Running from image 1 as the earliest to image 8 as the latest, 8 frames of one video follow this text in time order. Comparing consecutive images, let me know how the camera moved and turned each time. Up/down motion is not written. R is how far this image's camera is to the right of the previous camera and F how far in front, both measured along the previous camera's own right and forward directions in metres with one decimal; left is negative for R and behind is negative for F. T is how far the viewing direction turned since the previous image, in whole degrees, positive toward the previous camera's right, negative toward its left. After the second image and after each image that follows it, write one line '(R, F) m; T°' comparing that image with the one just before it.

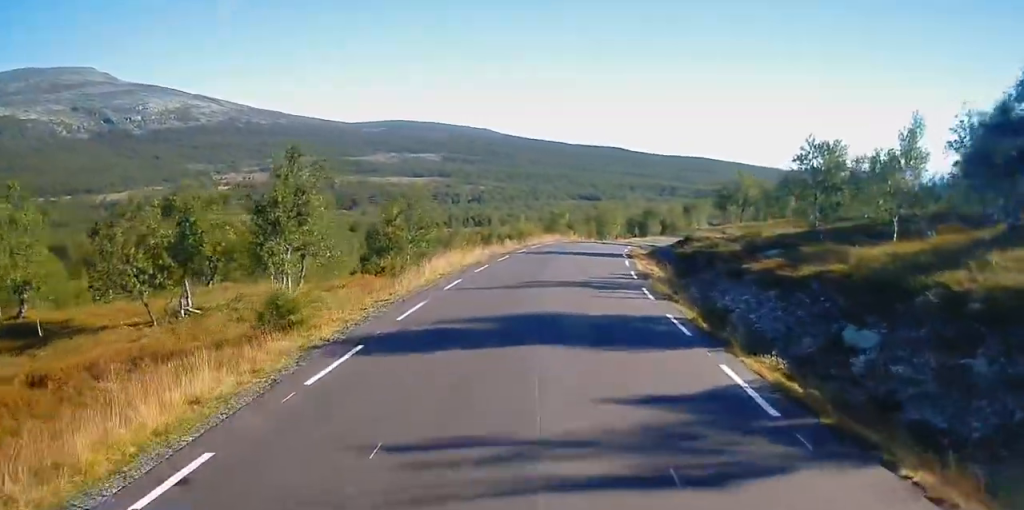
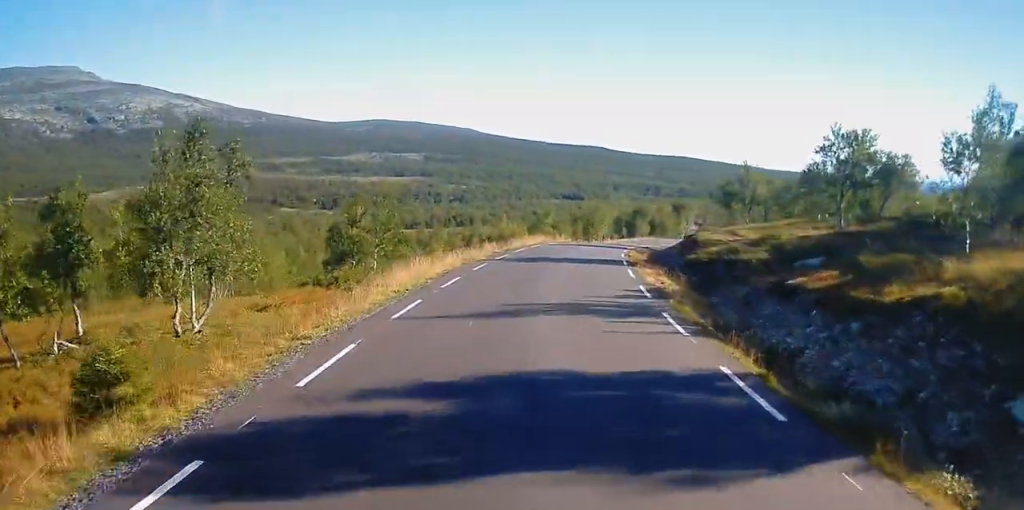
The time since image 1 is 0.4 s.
(+0.2, +6.3) m; +1°
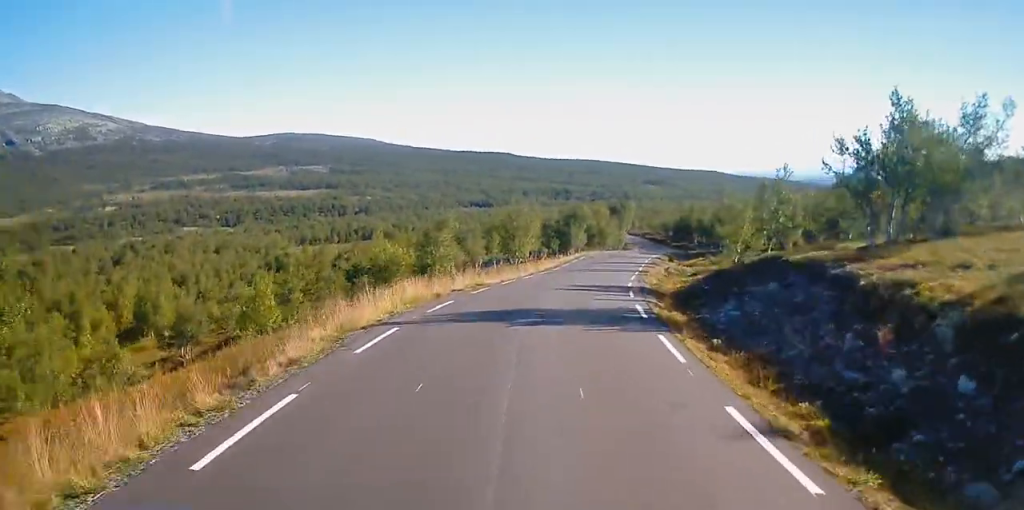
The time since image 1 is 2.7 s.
(+1.9, +32.7) m; +7°
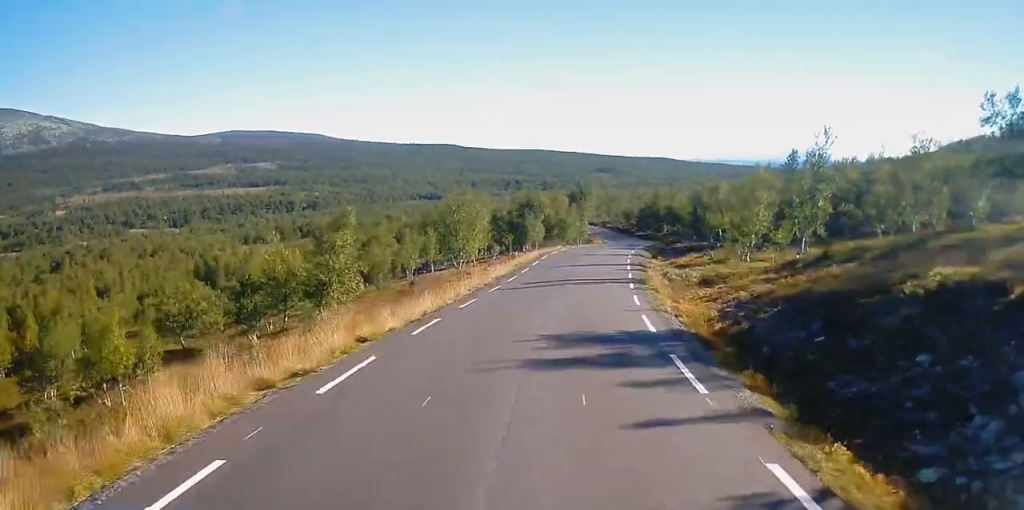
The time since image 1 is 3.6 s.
(+0.3, +14.4) m; +3°
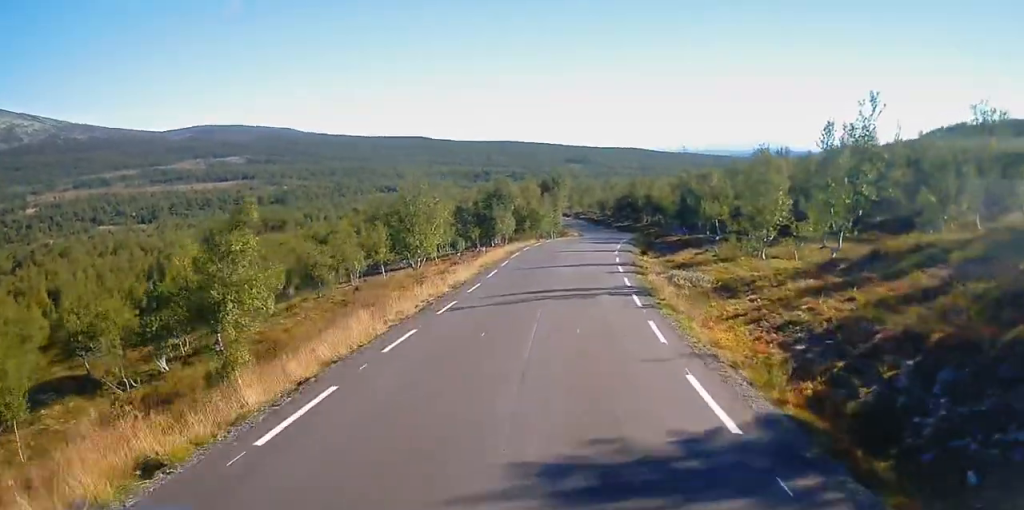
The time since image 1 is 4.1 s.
(+0.1, +8.1) m; +2°
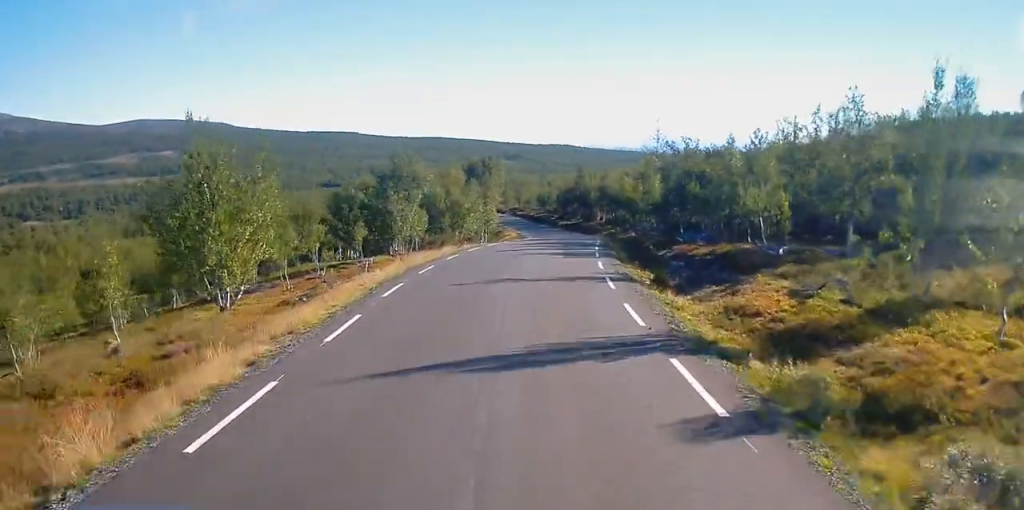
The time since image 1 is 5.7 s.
(+1.1, +24.1) m; +5°
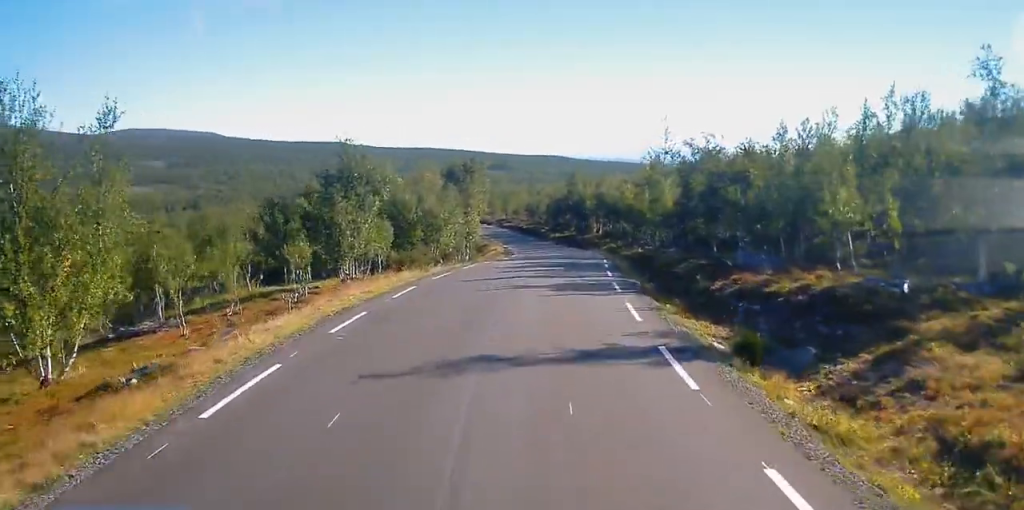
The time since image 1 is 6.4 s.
(+0.2, +10.5) m; +1°
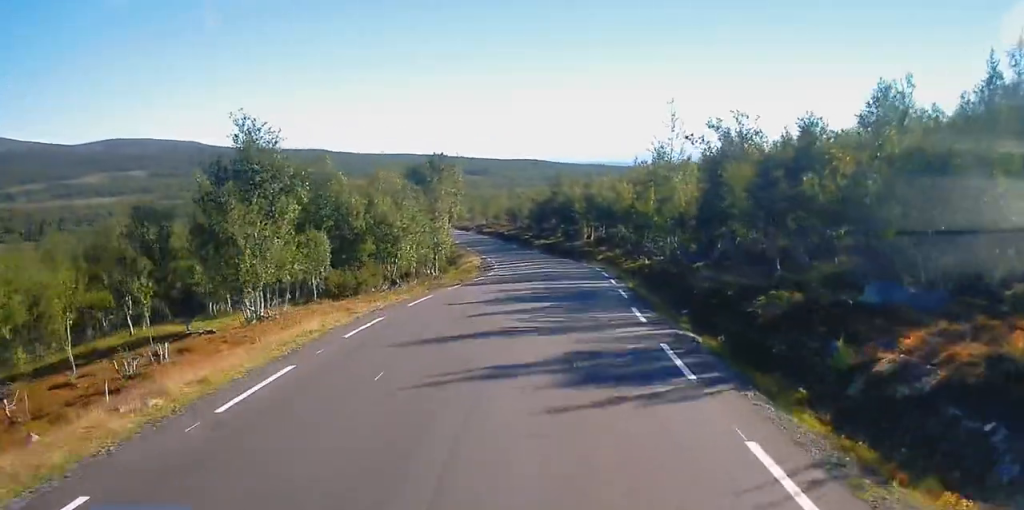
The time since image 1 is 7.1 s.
(+0.2, +11.0) m; +1°
